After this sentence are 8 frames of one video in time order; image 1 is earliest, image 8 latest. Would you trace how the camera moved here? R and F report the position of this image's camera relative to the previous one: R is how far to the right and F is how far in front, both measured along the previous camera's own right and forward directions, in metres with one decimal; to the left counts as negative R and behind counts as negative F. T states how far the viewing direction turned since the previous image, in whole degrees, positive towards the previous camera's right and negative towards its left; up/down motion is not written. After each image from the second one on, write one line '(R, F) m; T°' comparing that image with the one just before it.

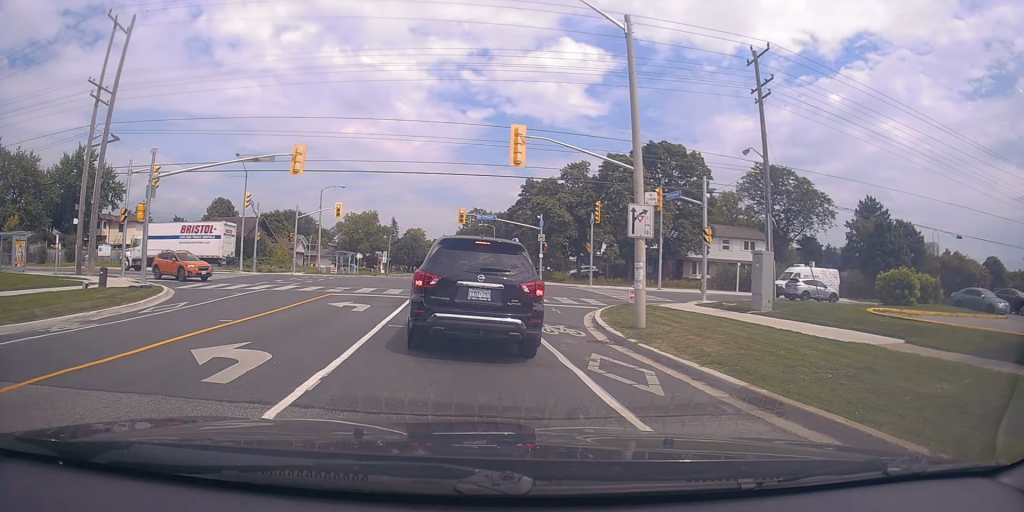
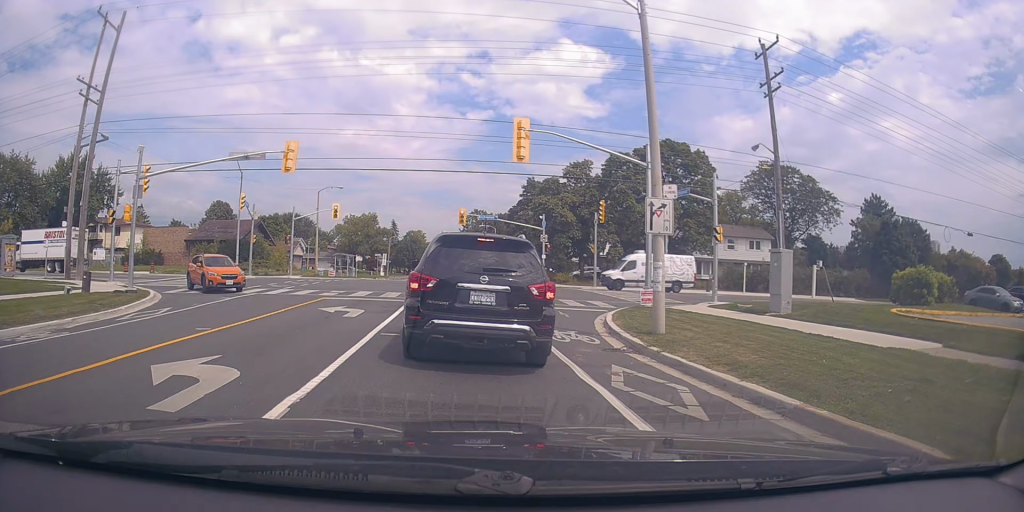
(-0.1, +1.5) m; -3°
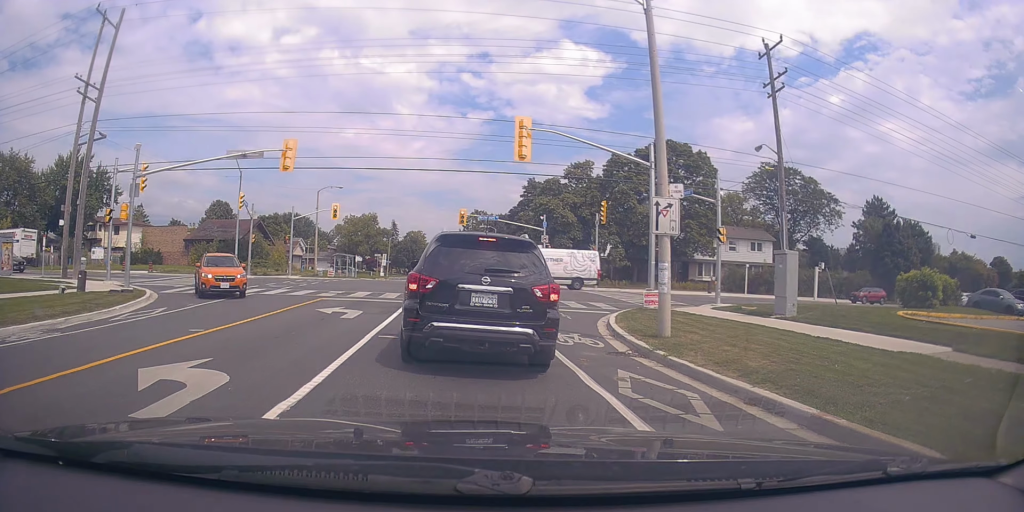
(+0.1, +0.4) m; 0°
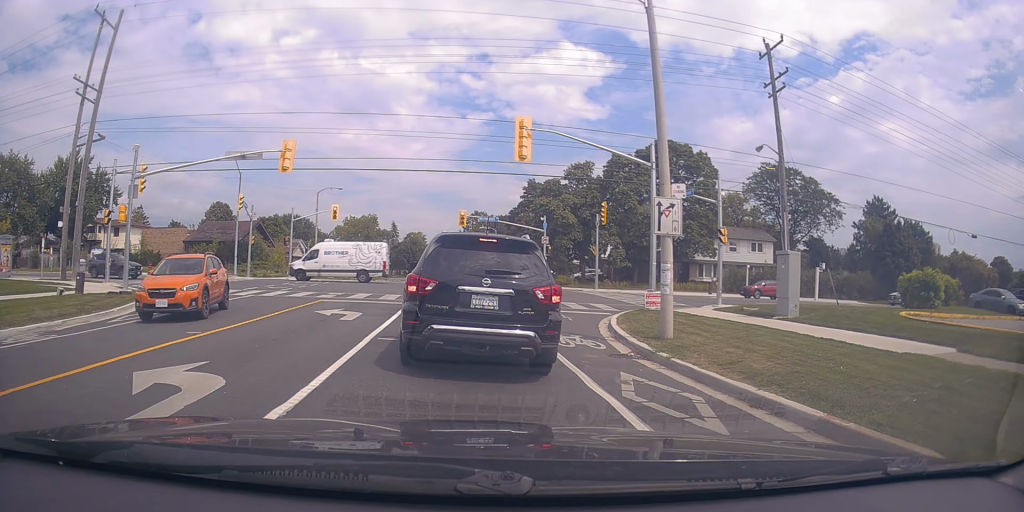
(+0.3, +0.5) m; 0°
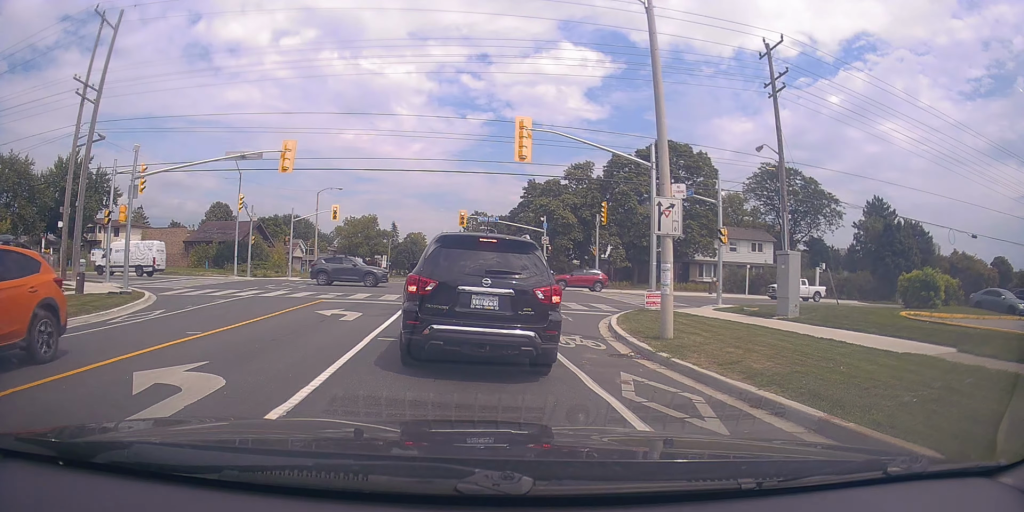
(0.0, 0.0) m; 0°
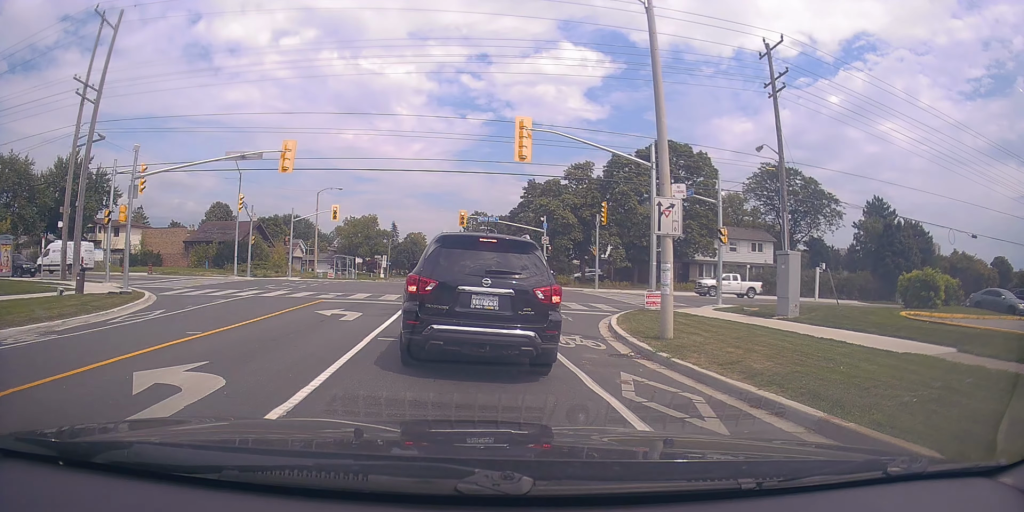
(0.0, 0.0) m; 0°
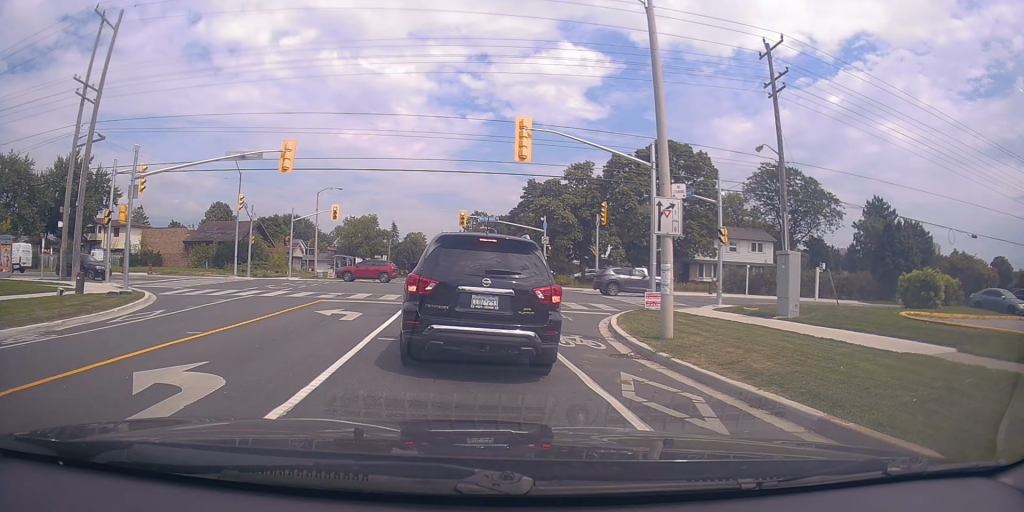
(0.0, 0.0) m; 0°
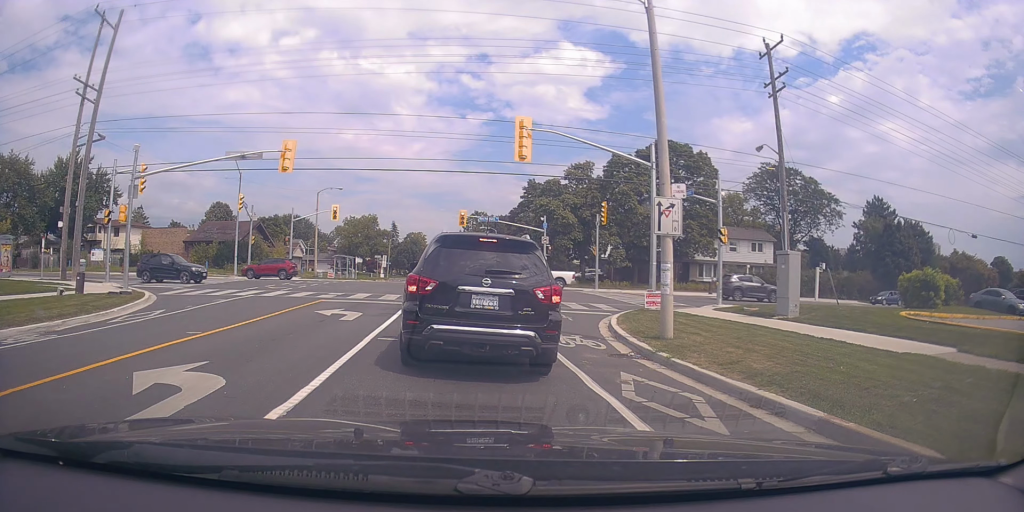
(0.0, 0.0) m; 0°
